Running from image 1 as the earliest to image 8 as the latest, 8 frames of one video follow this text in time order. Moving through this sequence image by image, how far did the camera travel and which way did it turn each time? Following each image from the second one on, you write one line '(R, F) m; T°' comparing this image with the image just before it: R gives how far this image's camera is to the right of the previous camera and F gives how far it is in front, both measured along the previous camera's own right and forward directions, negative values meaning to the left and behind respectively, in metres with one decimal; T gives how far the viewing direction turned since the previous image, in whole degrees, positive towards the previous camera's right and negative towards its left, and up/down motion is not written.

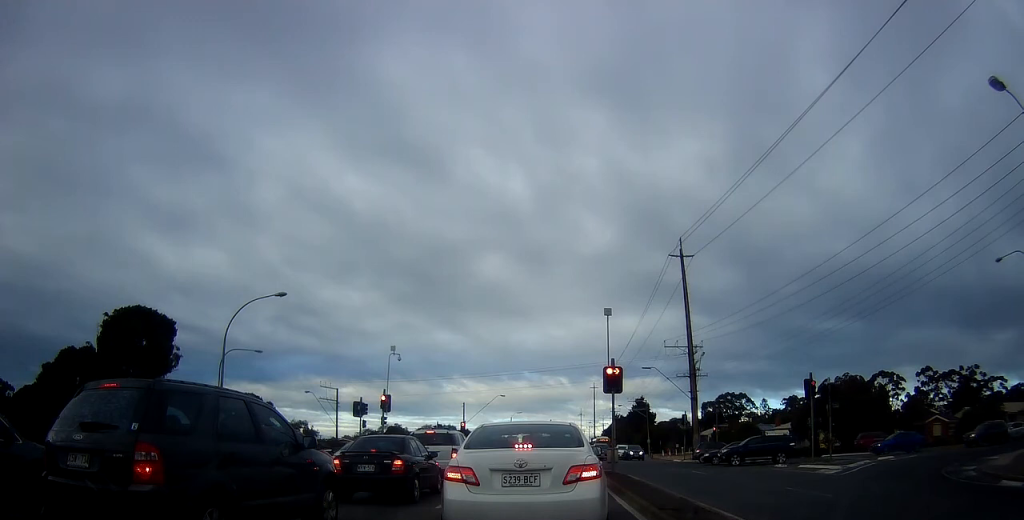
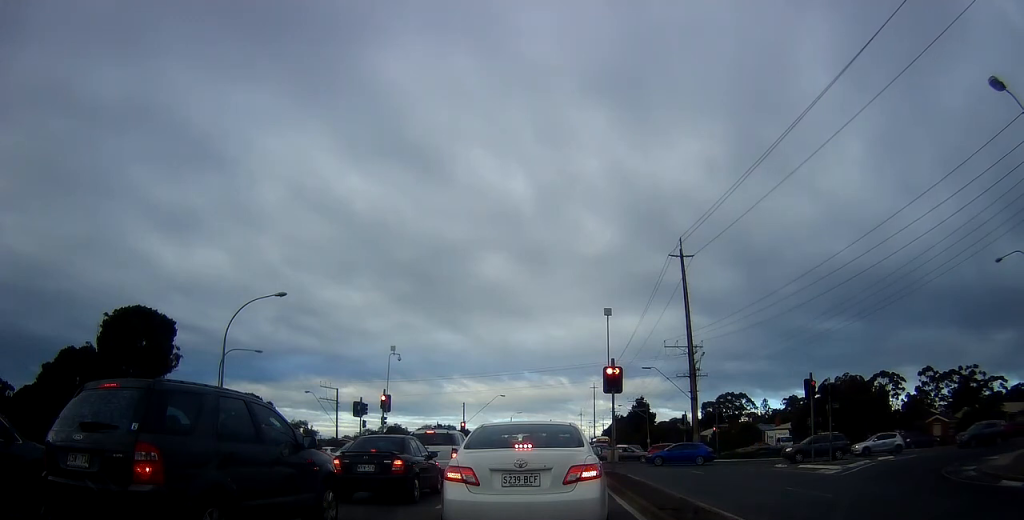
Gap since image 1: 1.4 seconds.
(0.0, +0.2) m; 0°
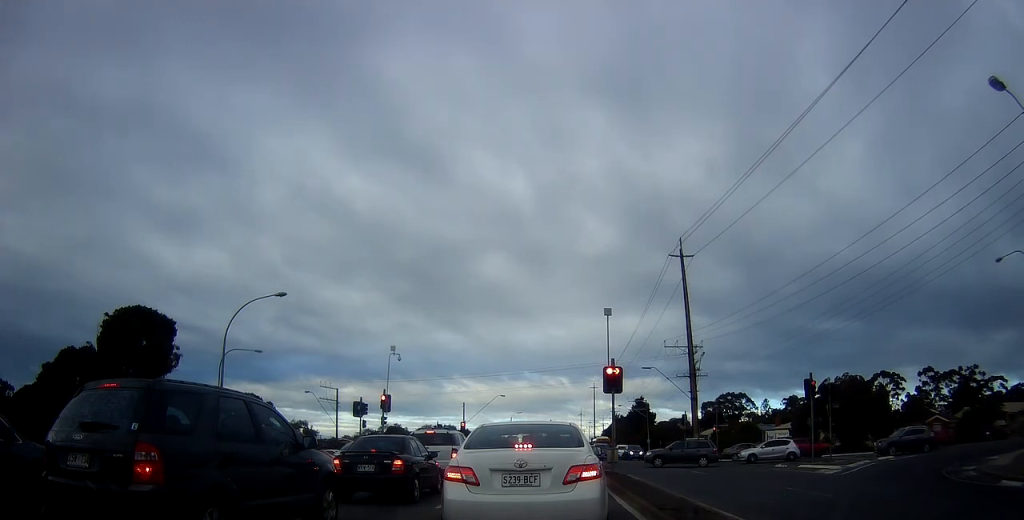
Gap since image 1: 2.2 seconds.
(0.0, 0.0) m; 0°
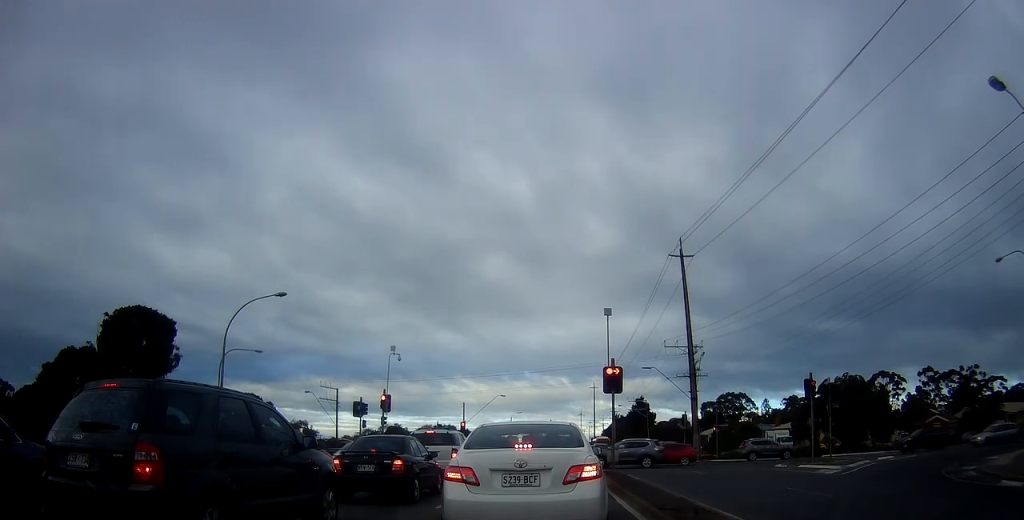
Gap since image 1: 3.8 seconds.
(0.0, 0.0) m; 0°
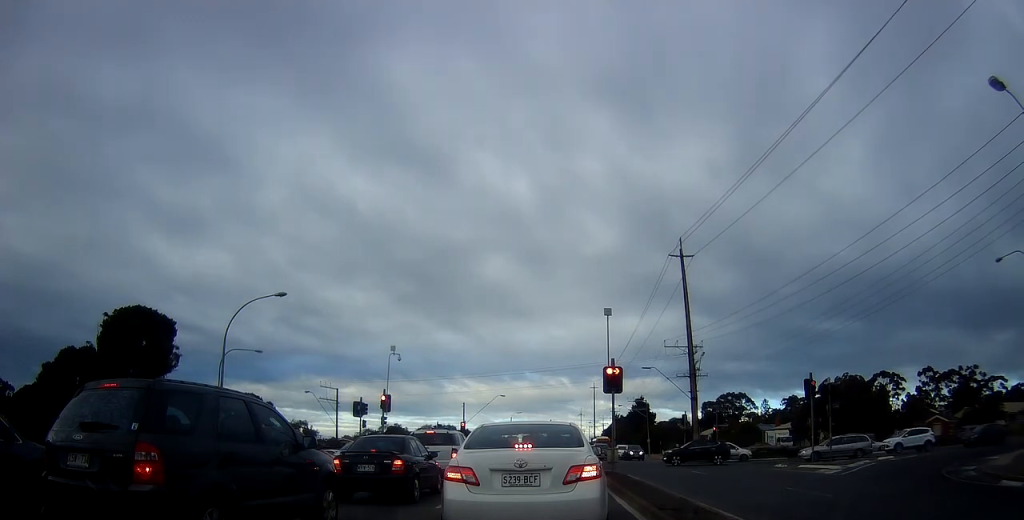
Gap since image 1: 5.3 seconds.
(0.0, 0.0) m; 0°
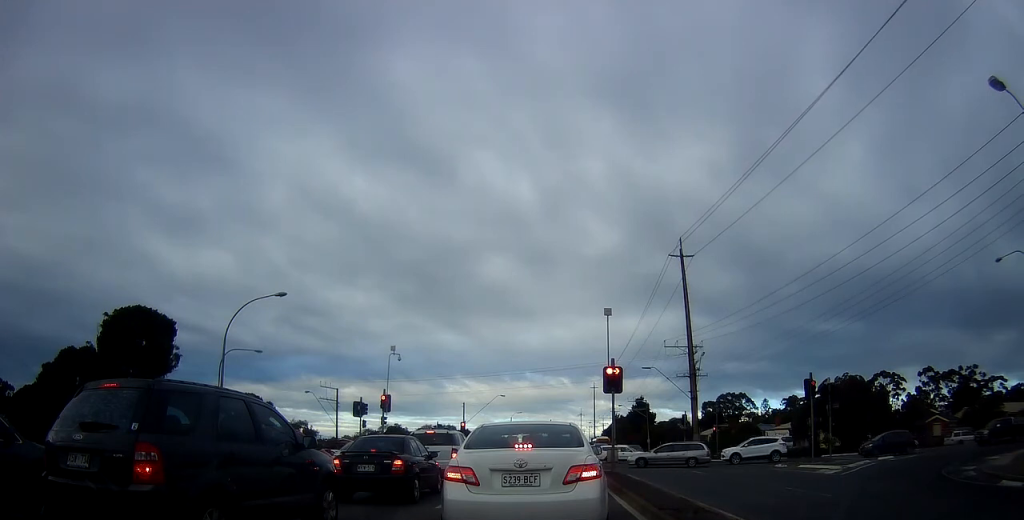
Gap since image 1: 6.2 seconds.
(0.0, 0.0) m; 0°
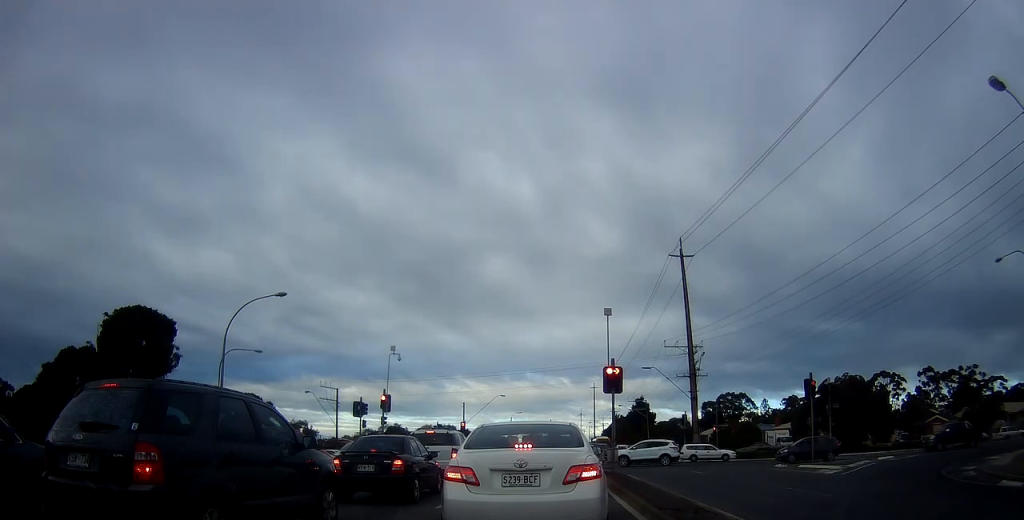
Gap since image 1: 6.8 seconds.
(0.0, 0.0) m; 0°
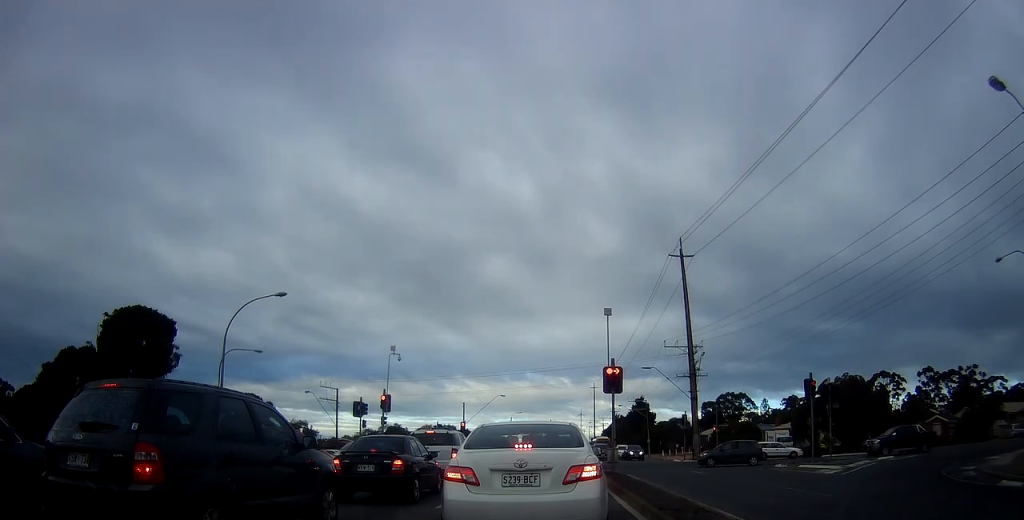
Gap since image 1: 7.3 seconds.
(0.0, 0.0) m; 0°
